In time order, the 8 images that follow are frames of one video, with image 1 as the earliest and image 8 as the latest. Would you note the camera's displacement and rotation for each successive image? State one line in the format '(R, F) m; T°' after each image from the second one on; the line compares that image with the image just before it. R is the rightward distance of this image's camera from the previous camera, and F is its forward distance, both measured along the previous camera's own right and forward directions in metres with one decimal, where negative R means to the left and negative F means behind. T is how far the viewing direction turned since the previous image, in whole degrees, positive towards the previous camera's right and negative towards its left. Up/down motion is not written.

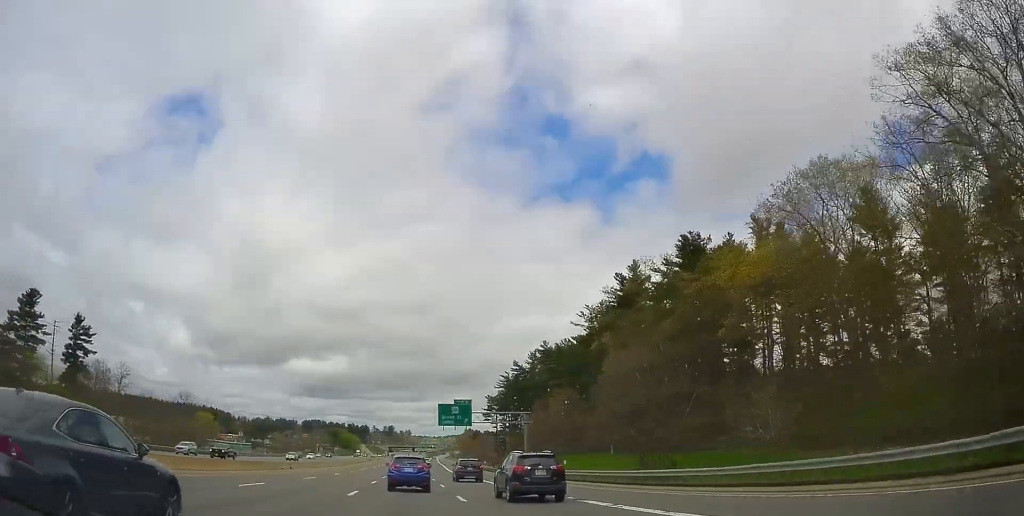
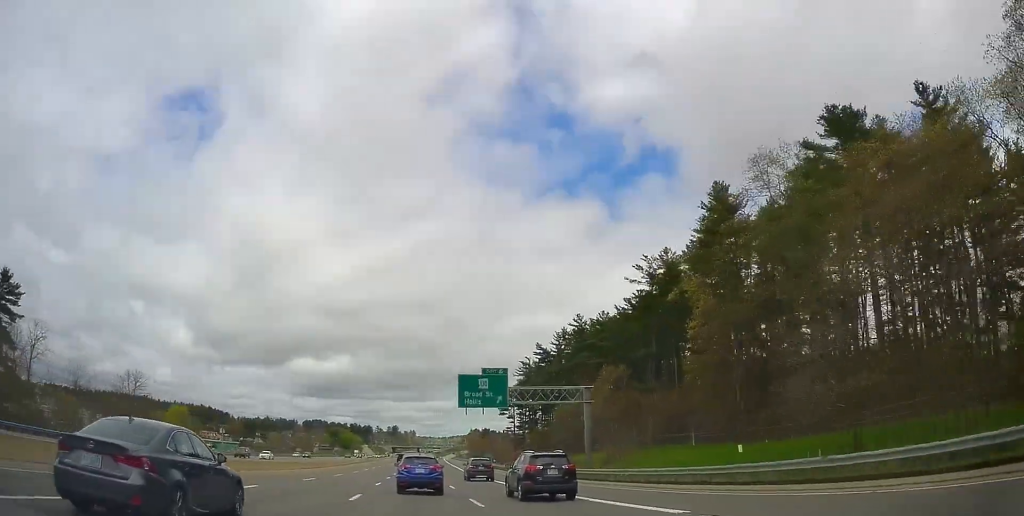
(-0.4, +26.0) m; +1°
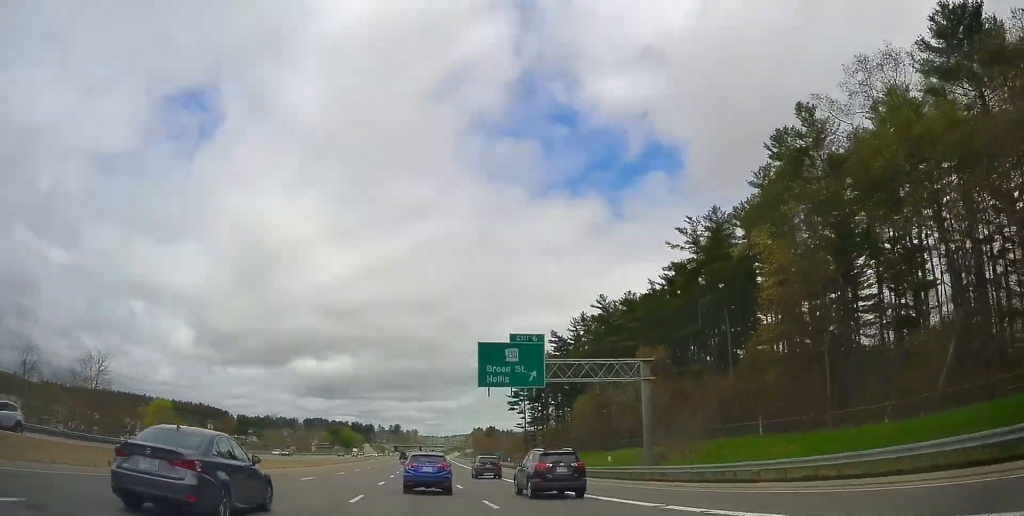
(+0.4, +13.6) m; 0°
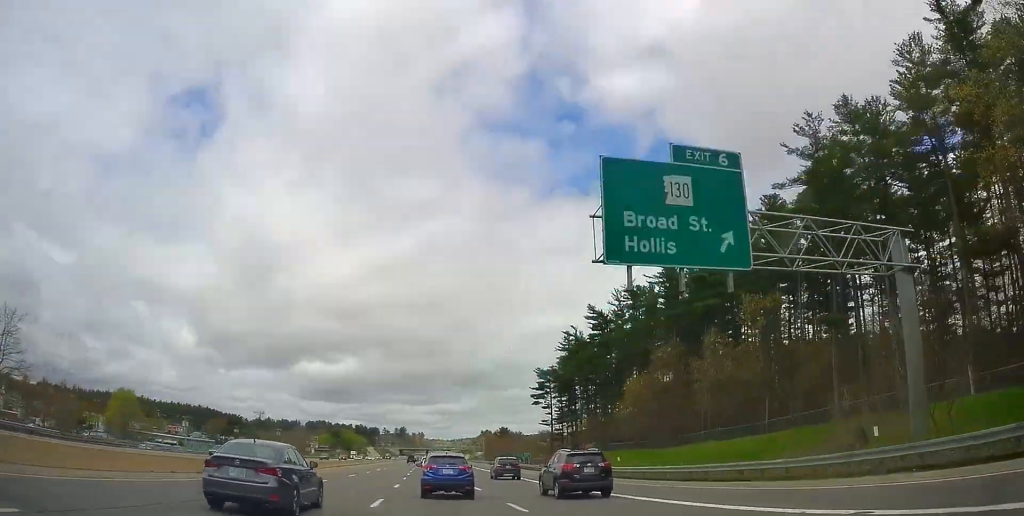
(+0.2, +24.9) m; 0°
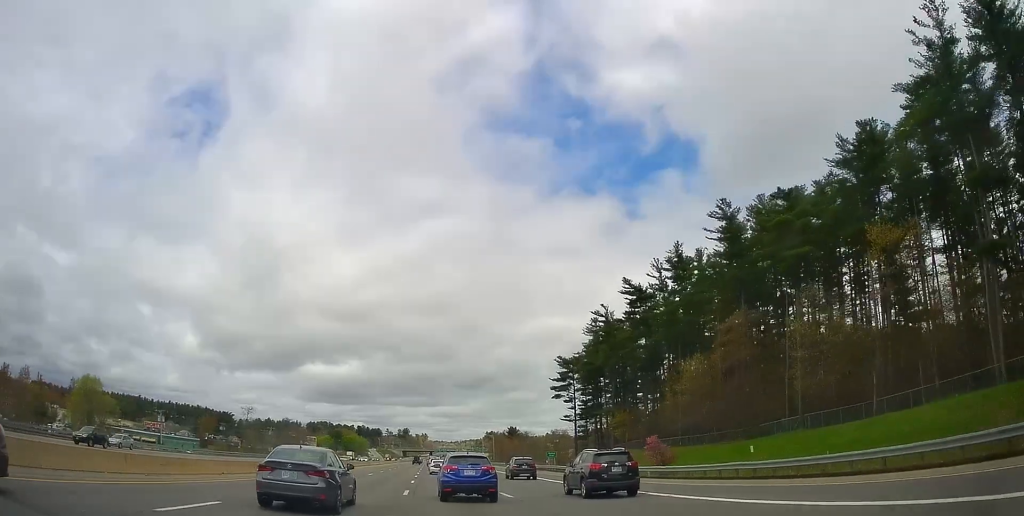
(-0.3, +17.7) m; -1°
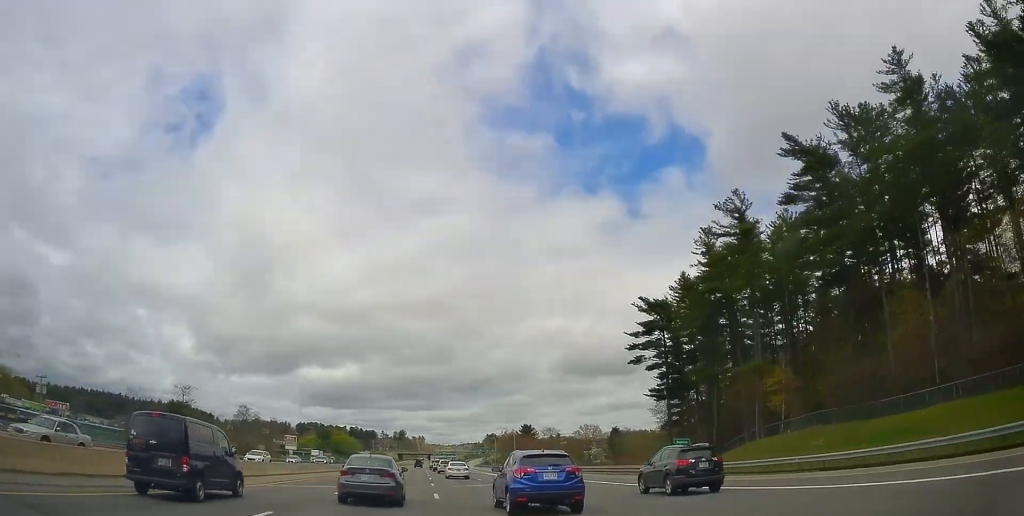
(+0.3, +48.3) m; 0°
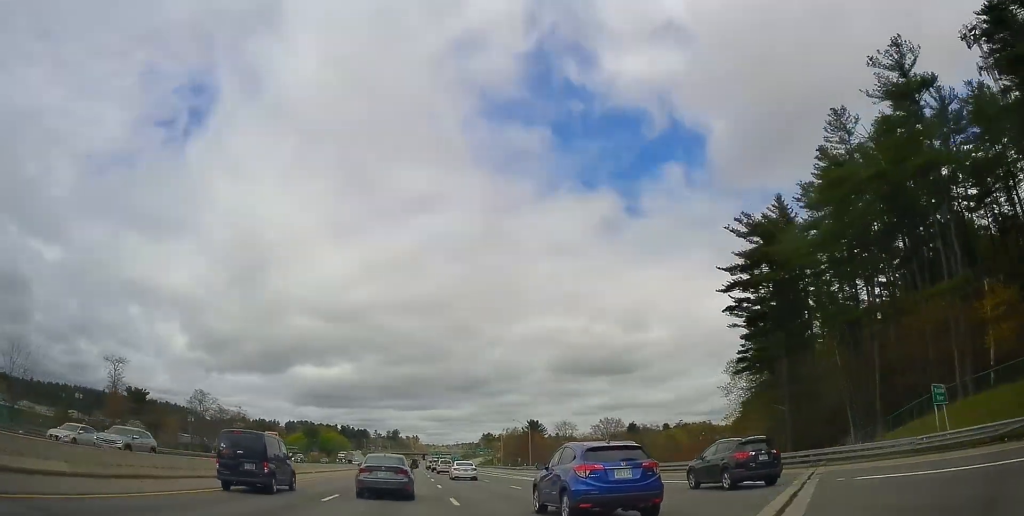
(-0.2, +28.8) m; 0°
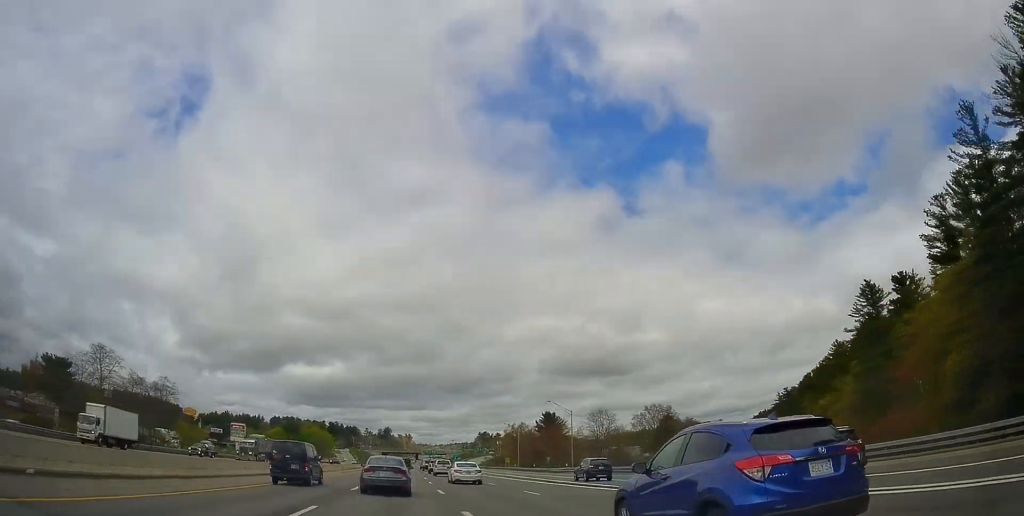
(+0.3, +41.3) m; +1°
